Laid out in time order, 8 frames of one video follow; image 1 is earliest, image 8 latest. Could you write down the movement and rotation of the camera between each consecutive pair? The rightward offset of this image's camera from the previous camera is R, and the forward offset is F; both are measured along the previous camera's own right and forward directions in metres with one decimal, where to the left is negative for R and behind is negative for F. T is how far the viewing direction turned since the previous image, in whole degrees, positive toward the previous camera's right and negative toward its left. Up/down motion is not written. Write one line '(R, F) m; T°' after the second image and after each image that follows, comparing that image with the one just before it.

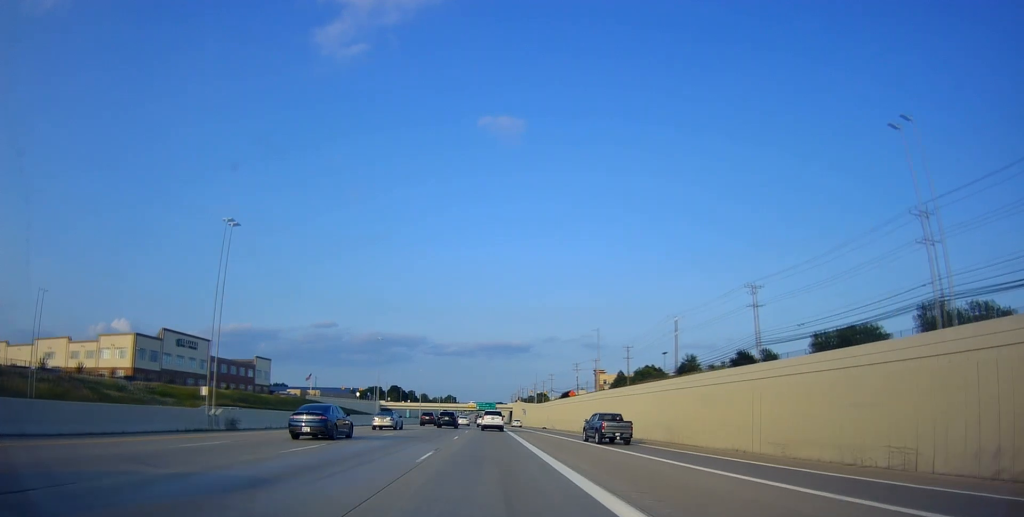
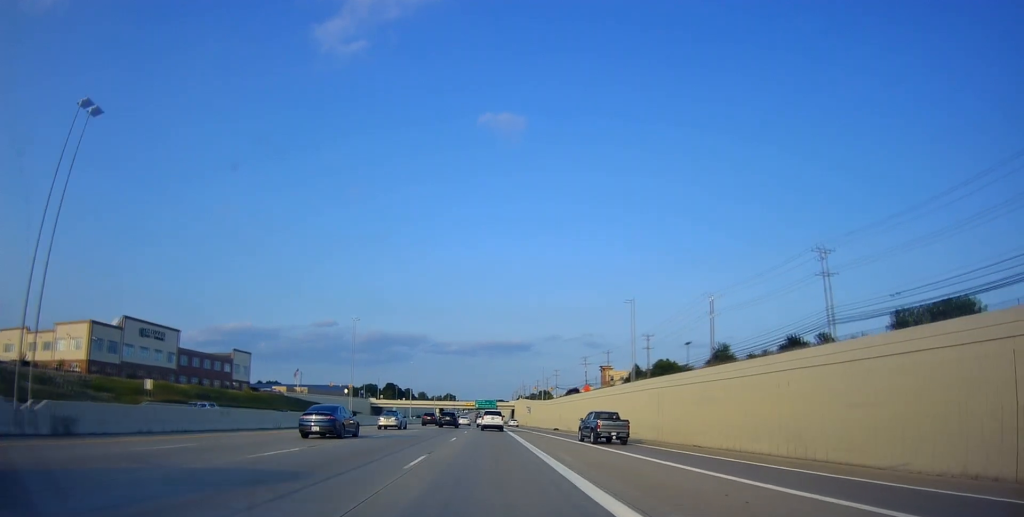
(-0.3, +17.7) m; 0°
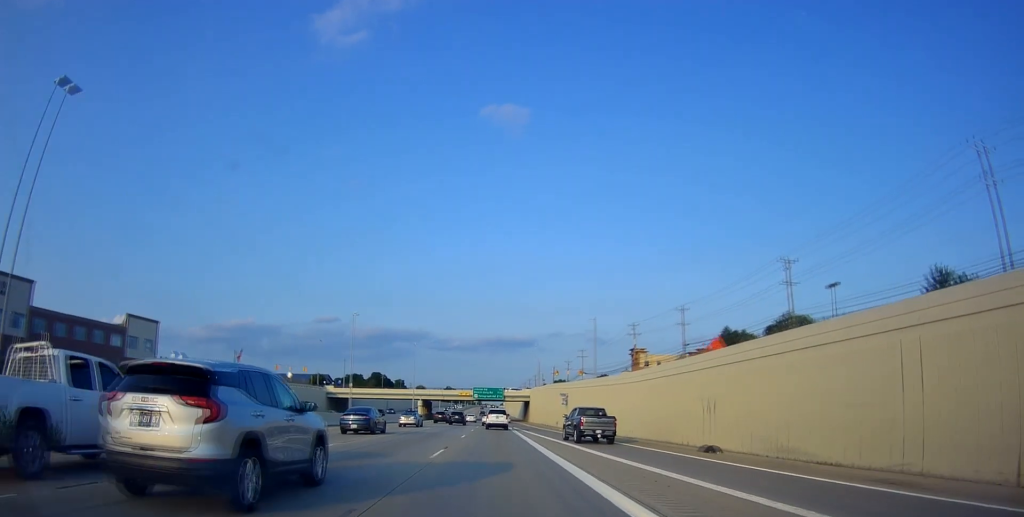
(-0.2, +58.6) m; -1°
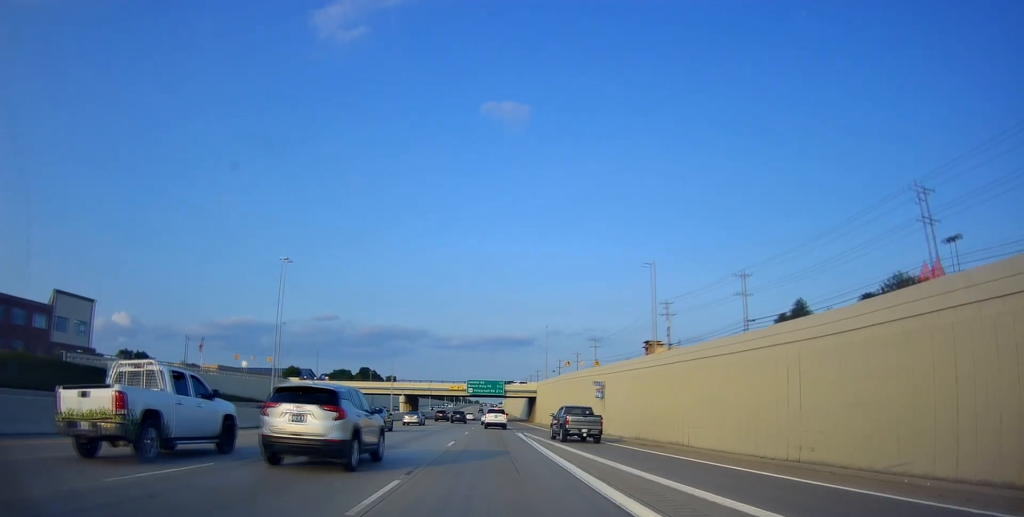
(0.0, +25.3) m; +1°
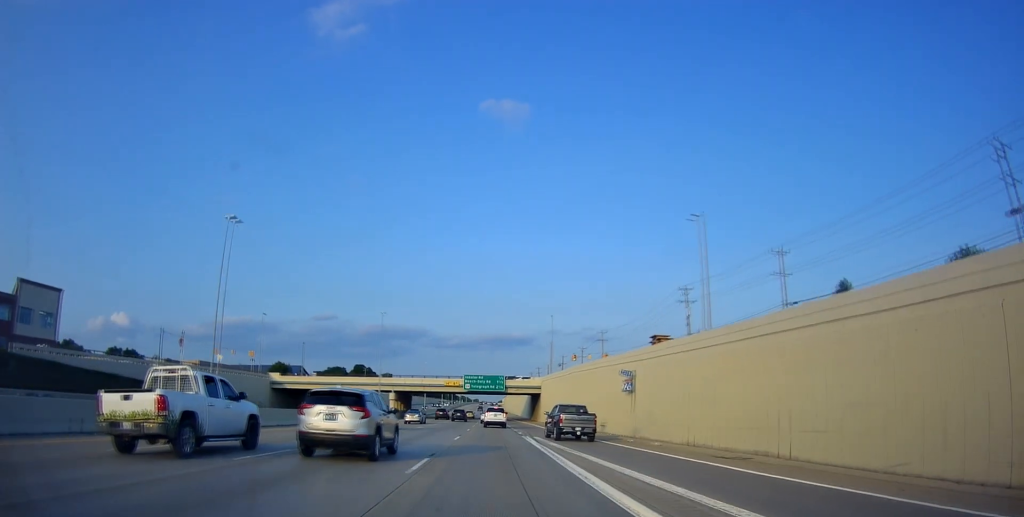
(+0.2, +10.8) m; 0°
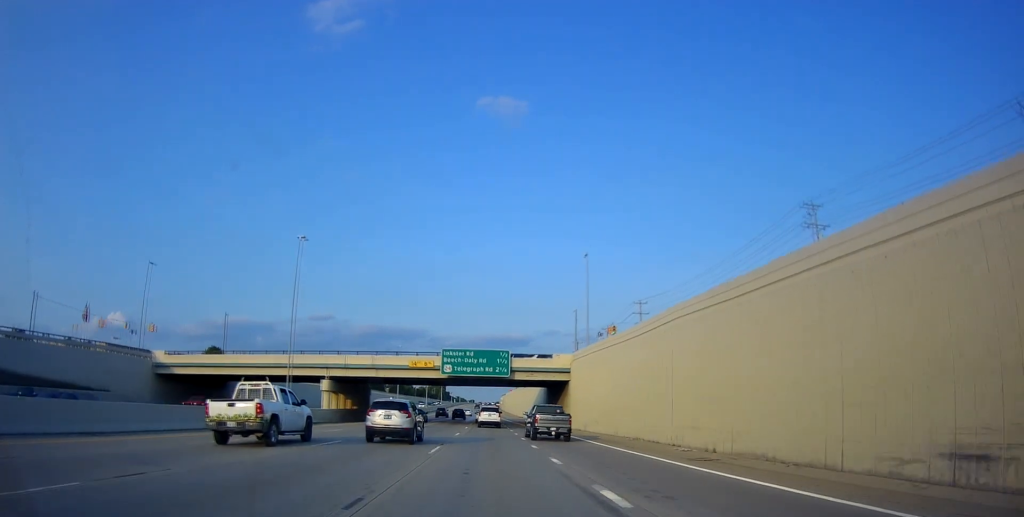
(-0.4, +40.7) m; -1°
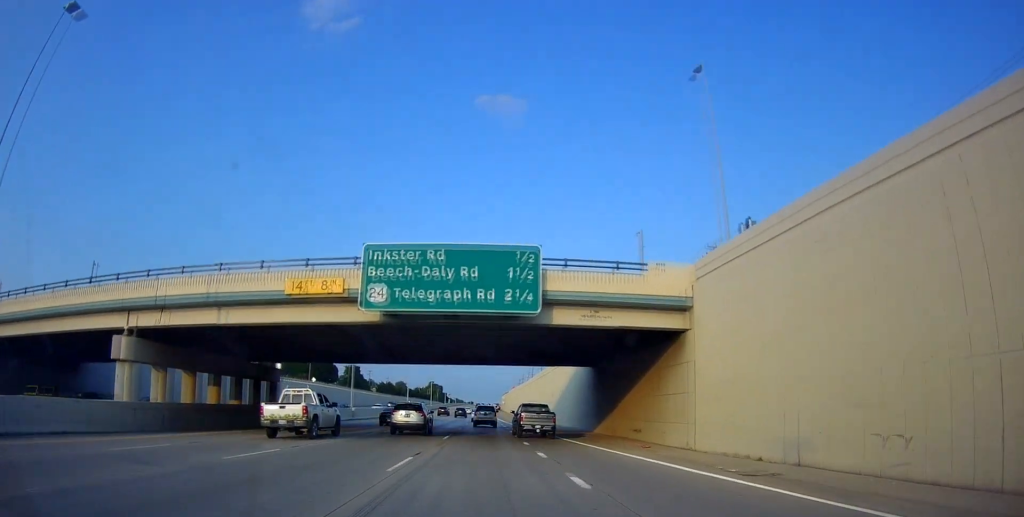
(+0.5, +38.4) m; +1°
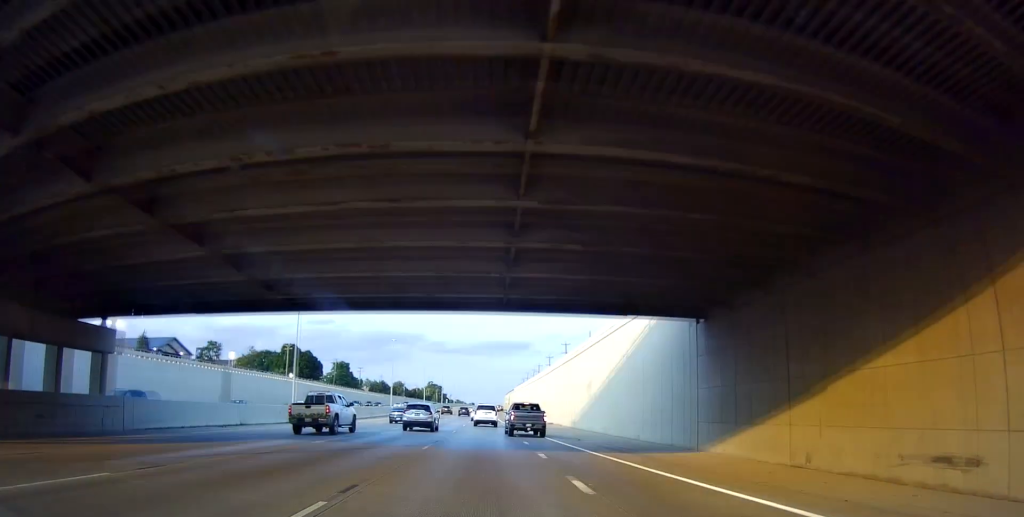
(+0.2, +25.4) m; 0°
